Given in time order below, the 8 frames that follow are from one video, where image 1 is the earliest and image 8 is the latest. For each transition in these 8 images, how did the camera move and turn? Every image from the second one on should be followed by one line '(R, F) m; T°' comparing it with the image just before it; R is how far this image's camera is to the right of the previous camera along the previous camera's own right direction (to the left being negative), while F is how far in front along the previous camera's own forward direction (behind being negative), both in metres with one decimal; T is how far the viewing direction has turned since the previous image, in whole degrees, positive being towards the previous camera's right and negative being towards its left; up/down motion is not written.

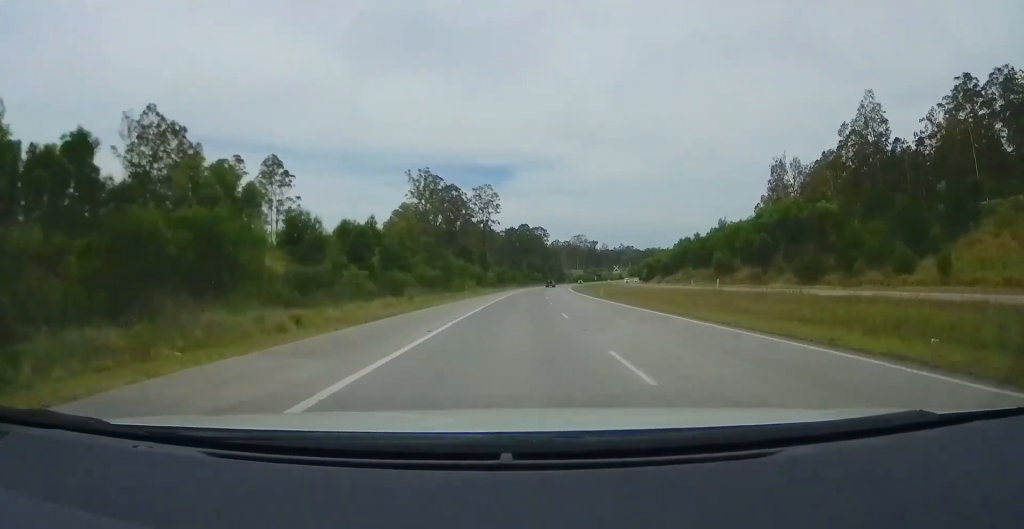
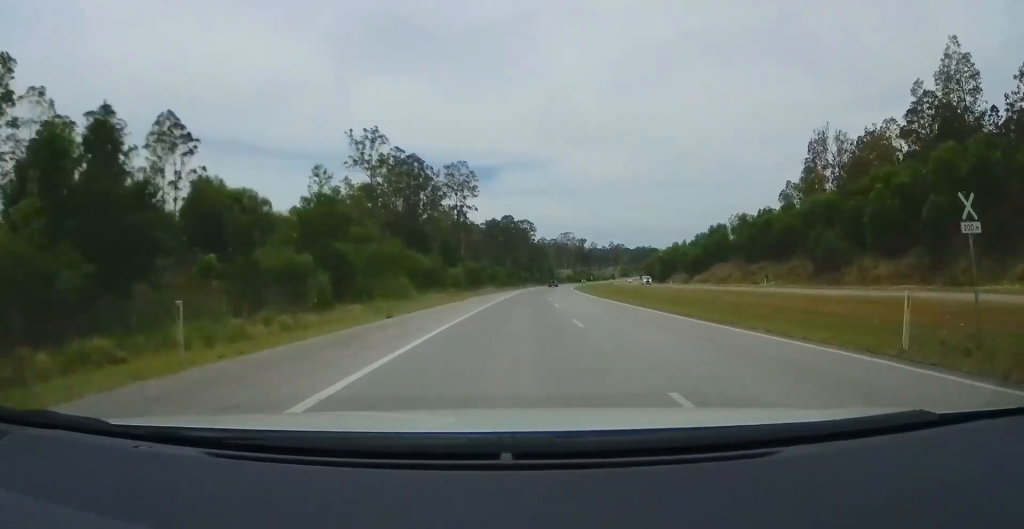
(+0.6, +39.1) m; +1°
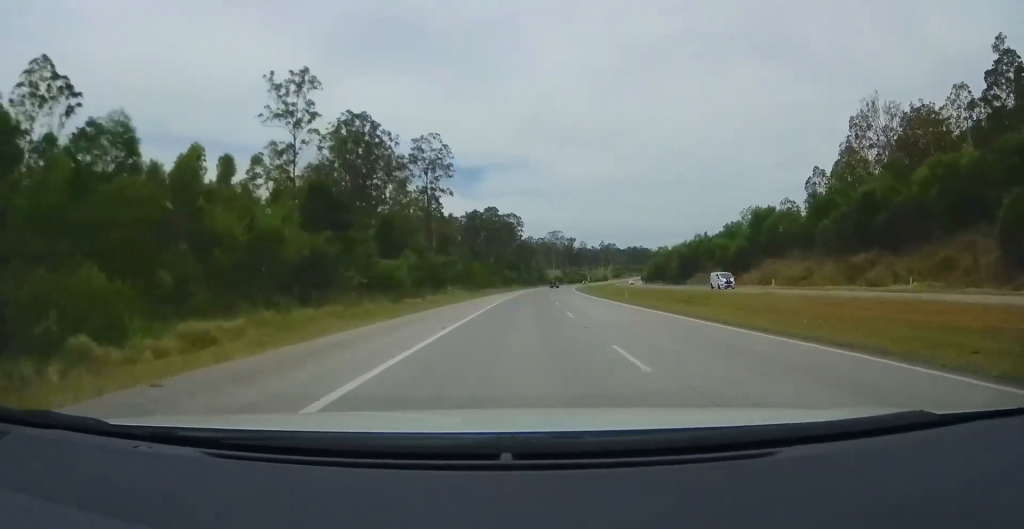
(0.0, +31.8) m; +1°
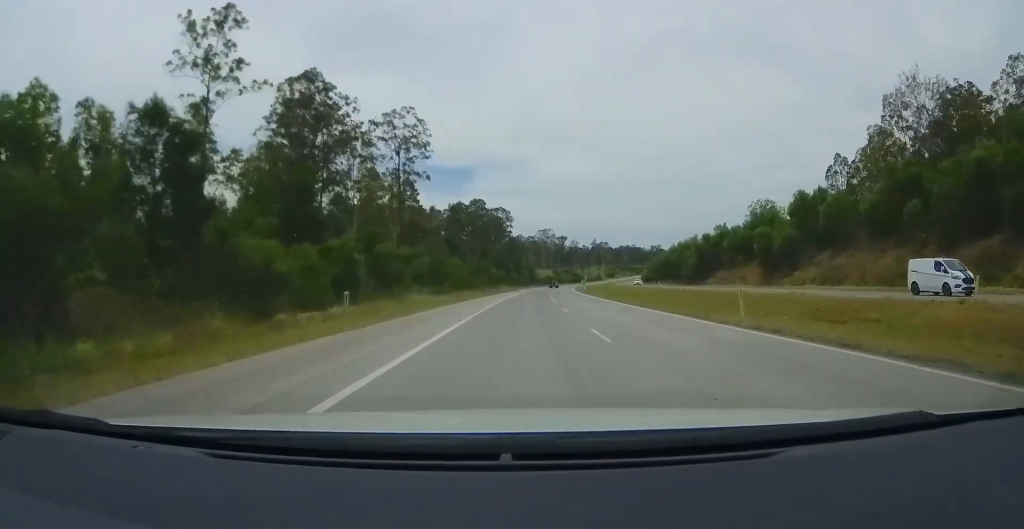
(+0.2, +20.7) m; +1°
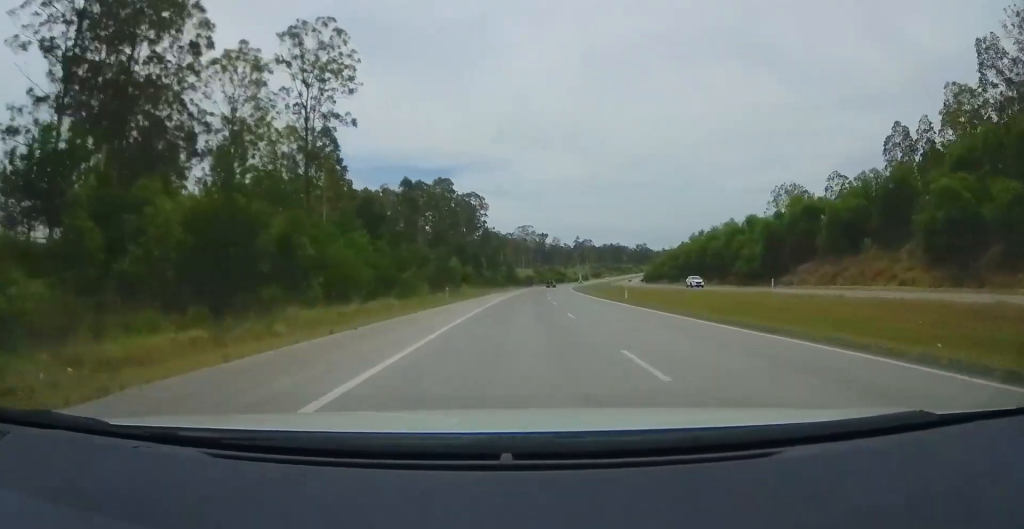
(+1.0, +40.0) m; +3°
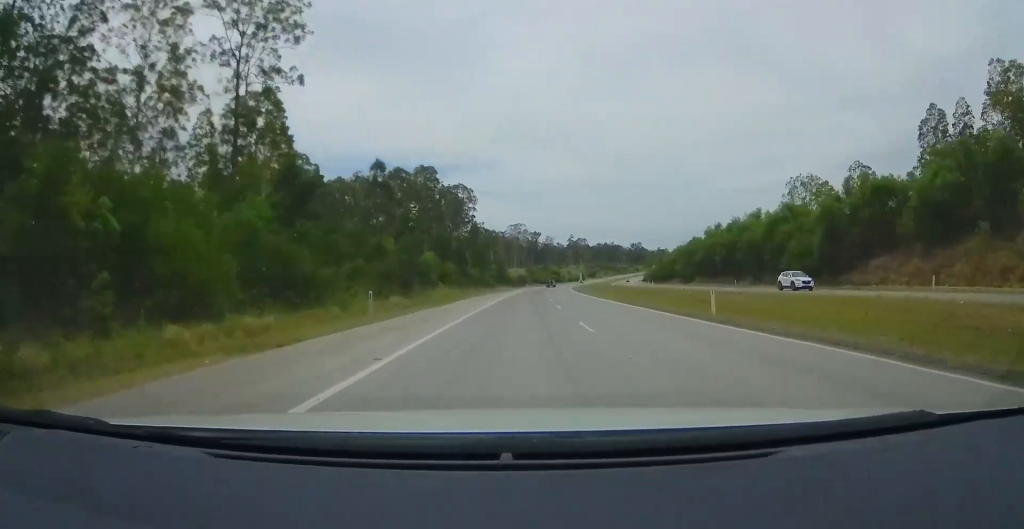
(+0.4, +16.9) m; +1°
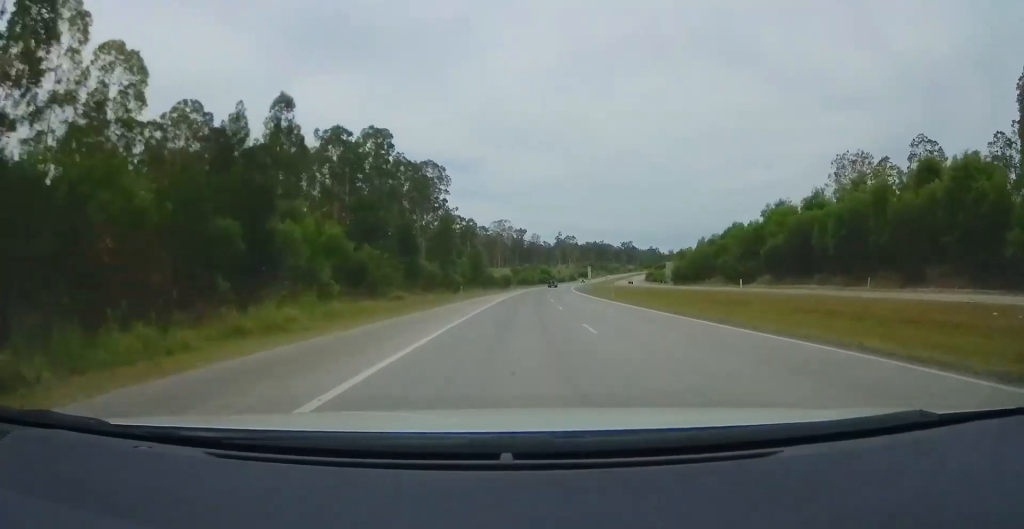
(+0.3, +36.2) m; +1°
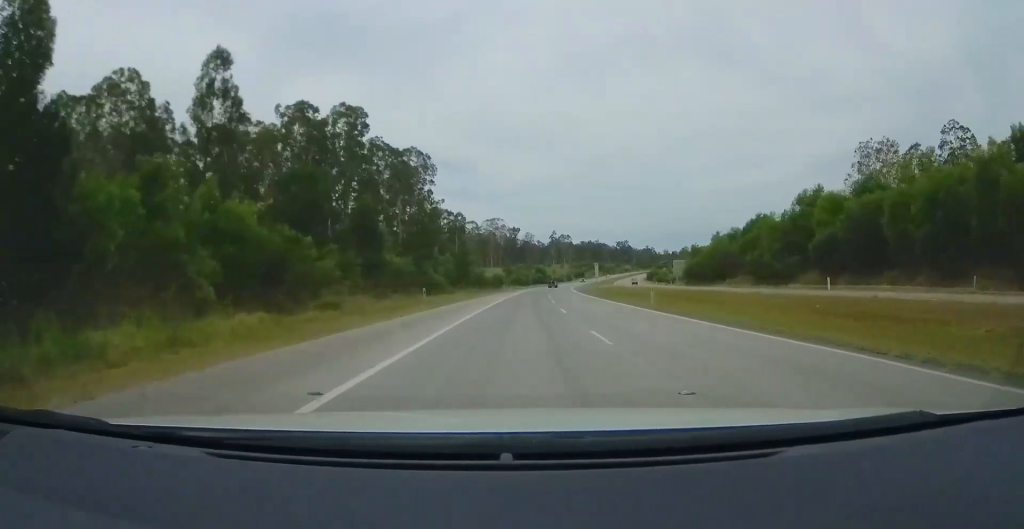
(0.0, +14.5) m; 0°
